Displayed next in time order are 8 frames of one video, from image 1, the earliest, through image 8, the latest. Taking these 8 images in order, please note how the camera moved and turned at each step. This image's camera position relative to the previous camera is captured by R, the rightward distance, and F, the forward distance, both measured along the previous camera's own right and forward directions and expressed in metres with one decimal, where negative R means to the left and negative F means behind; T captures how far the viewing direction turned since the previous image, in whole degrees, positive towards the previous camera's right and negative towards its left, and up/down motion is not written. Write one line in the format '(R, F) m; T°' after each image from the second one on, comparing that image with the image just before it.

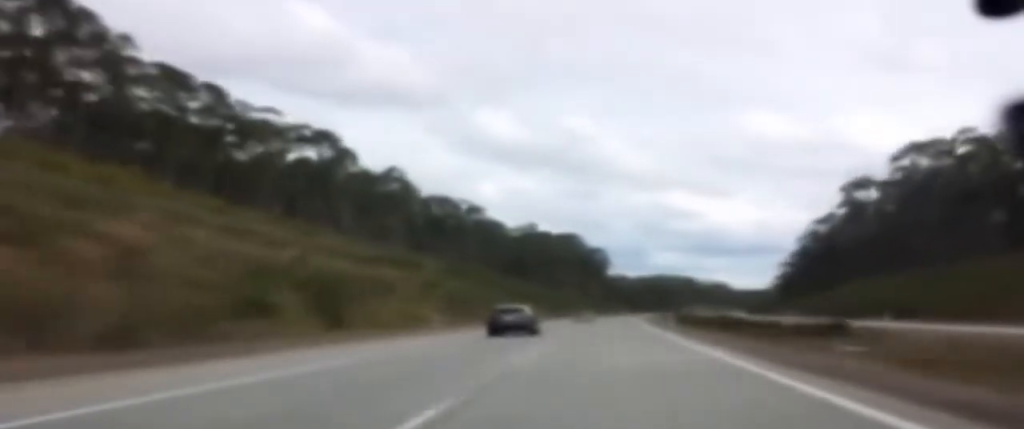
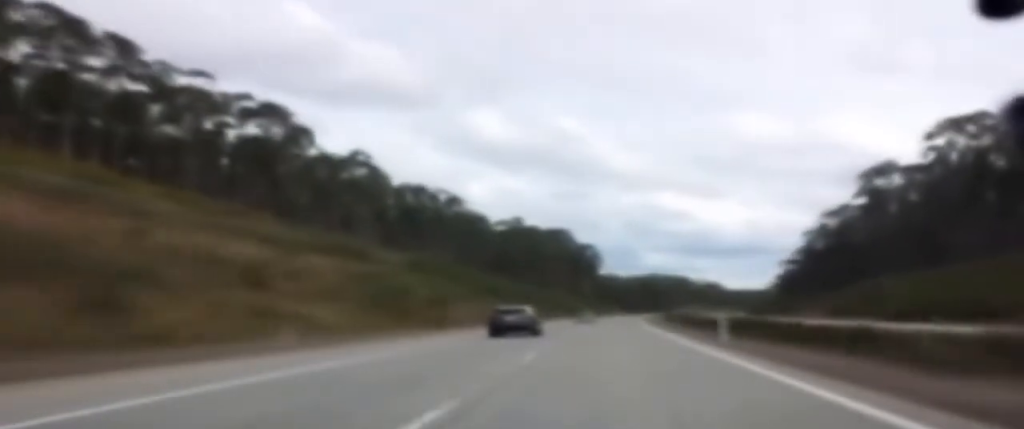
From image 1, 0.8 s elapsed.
(+0.1, +24.2) m; +1°
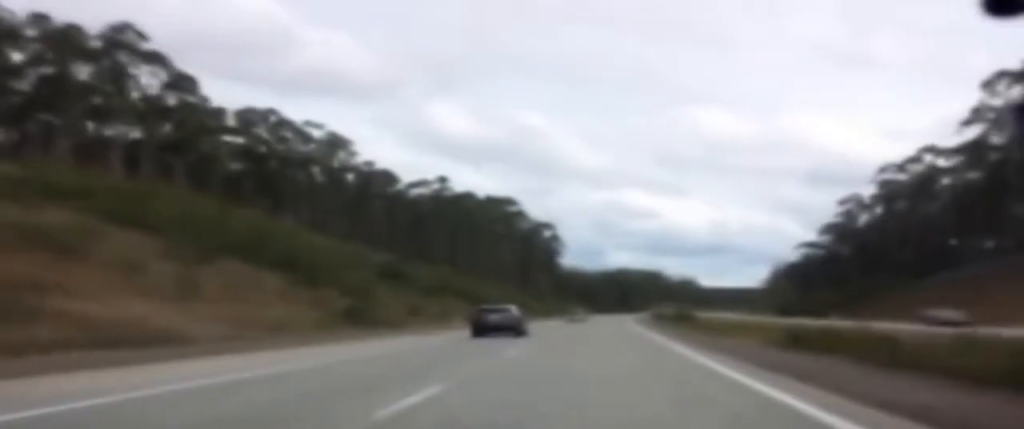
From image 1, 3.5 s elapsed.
(+0.8, +83.2) m; +1°
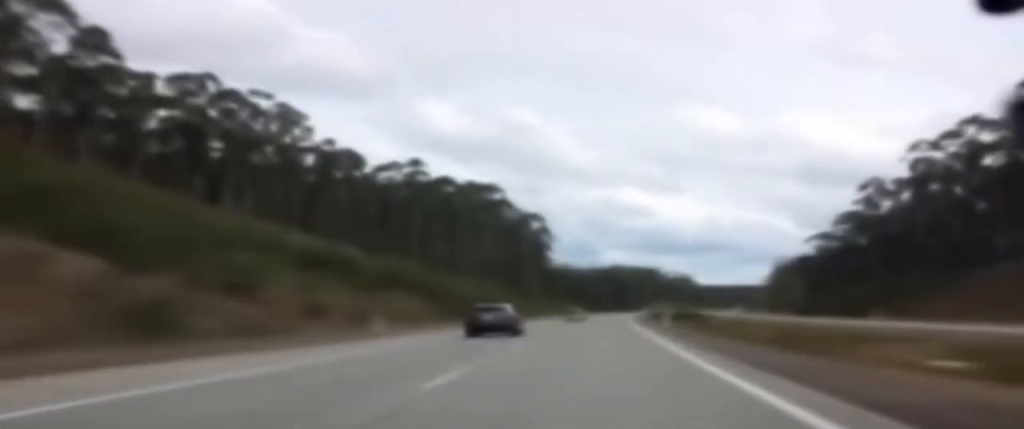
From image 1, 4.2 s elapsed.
(+0.2, +21.4) m; 0°
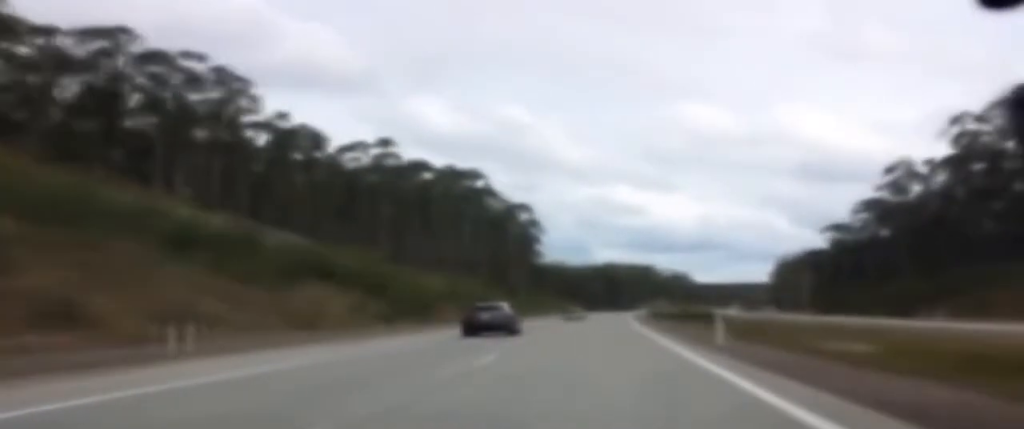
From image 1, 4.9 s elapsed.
(-0.2, +20.3) m; 0°
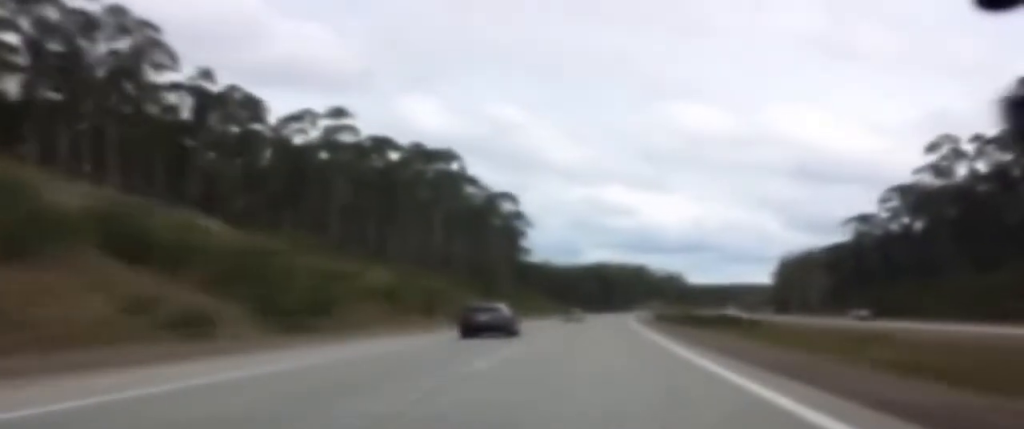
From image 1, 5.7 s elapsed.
(+0.1, +25.4) m; +1°
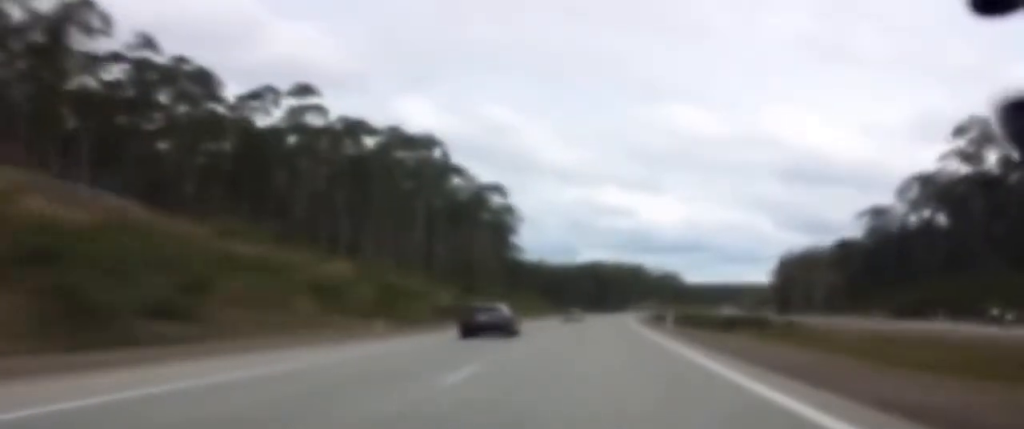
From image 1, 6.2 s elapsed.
(+0.1, +15.2) m; 0°
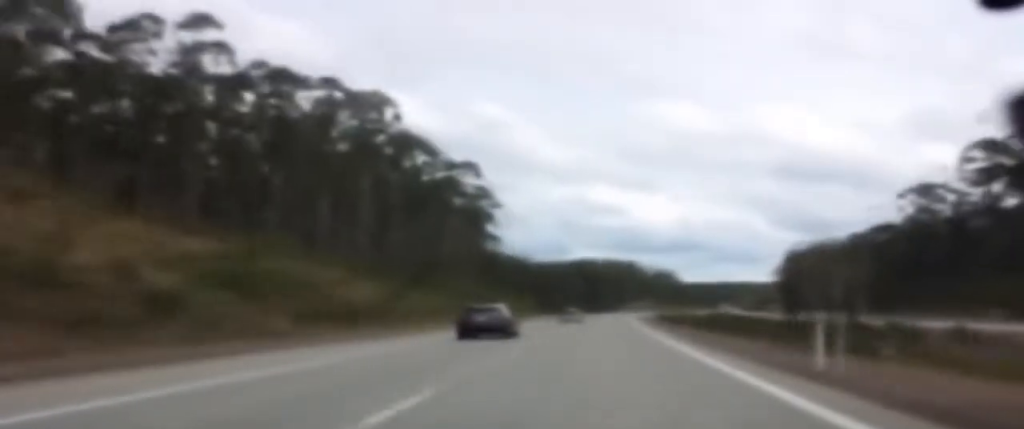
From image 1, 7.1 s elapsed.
(0.0, +25.3) m; 0°
